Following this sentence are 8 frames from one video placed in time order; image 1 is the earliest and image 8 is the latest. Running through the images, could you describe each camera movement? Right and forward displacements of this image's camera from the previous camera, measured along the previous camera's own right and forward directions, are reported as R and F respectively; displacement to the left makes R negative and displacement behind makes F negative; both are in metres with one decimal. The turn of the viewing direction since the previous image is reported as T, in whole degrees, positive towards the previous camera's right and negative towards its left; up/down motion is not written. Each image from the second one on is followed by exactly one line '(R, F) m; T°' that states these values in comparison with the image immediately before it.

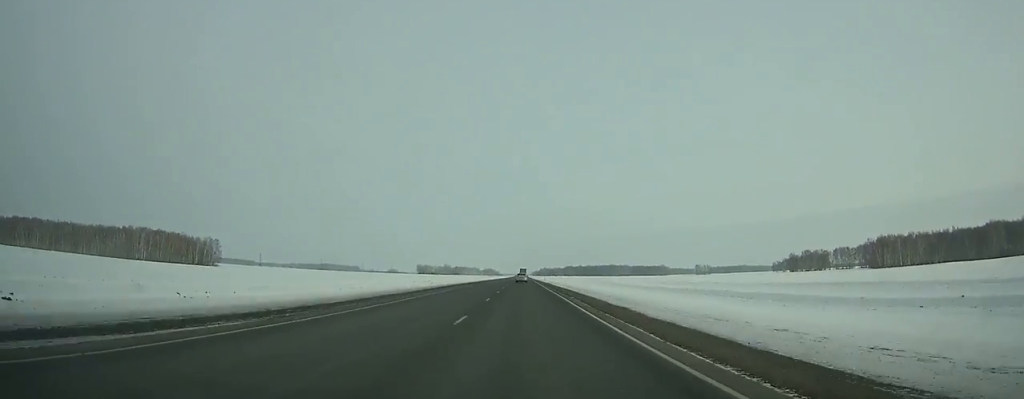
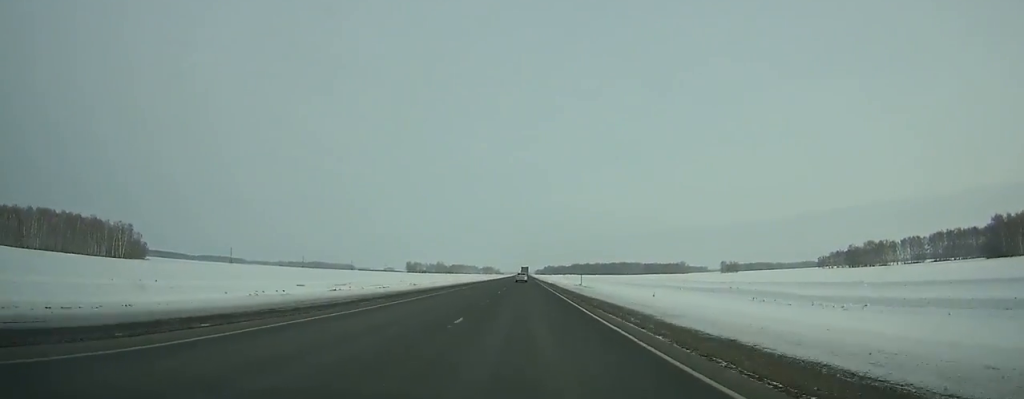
(+0.1, +108.8) m; 0°
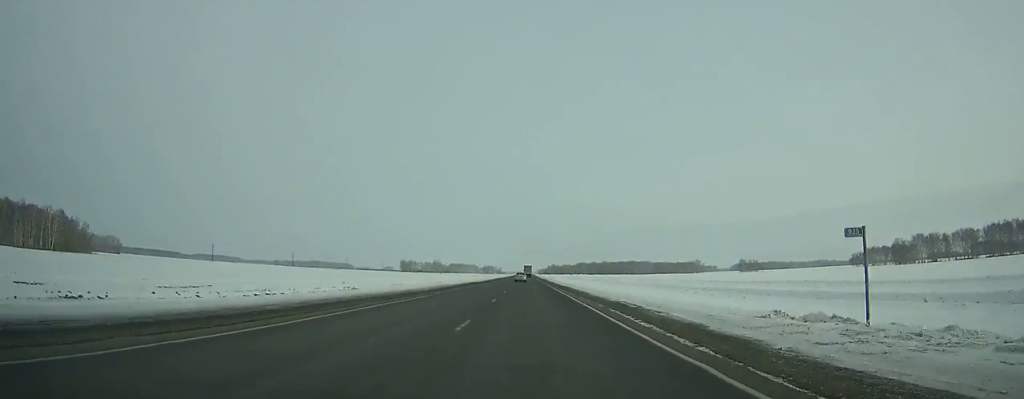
(0.0, +59.9) m; 0°
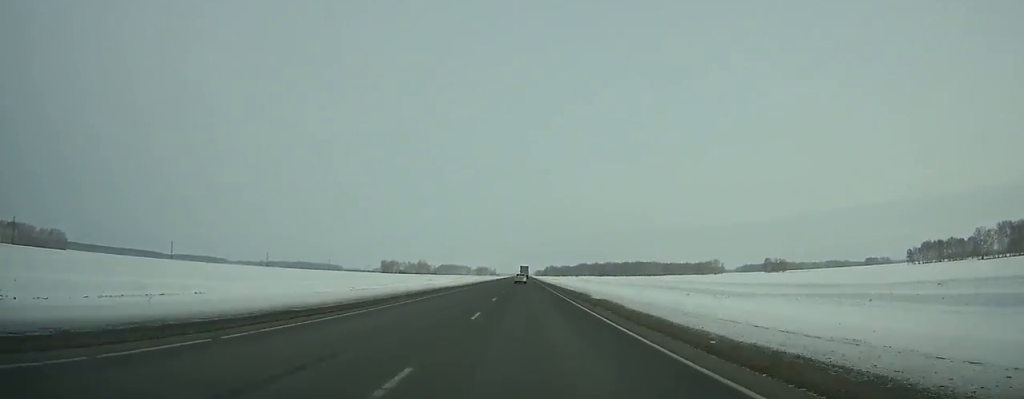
(0.0, +91.8) m; 0°
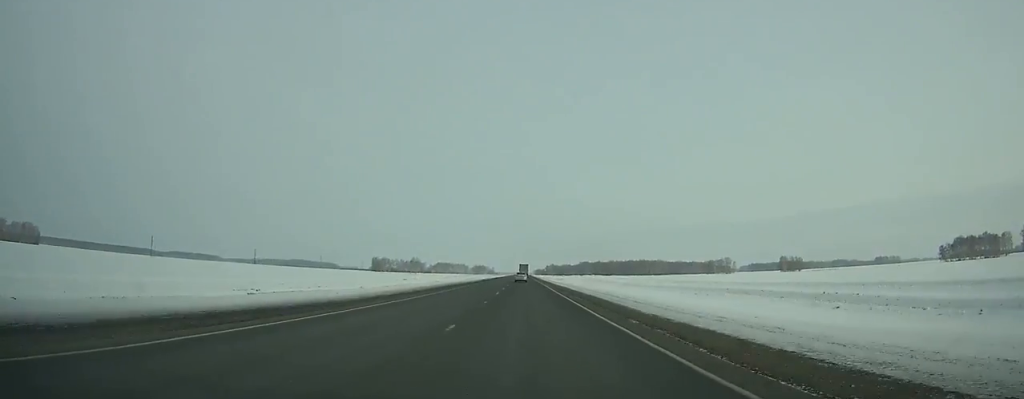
(0.0, +41.2) m; 0°
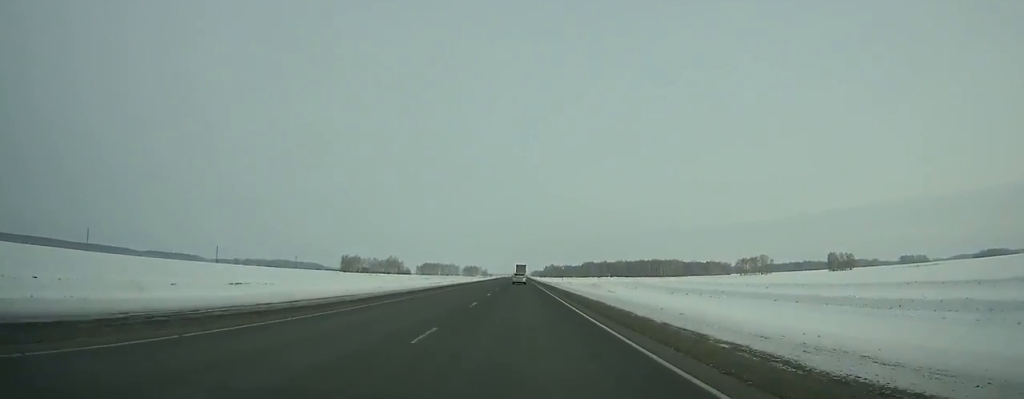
(0.0, +109.7) m; 0°
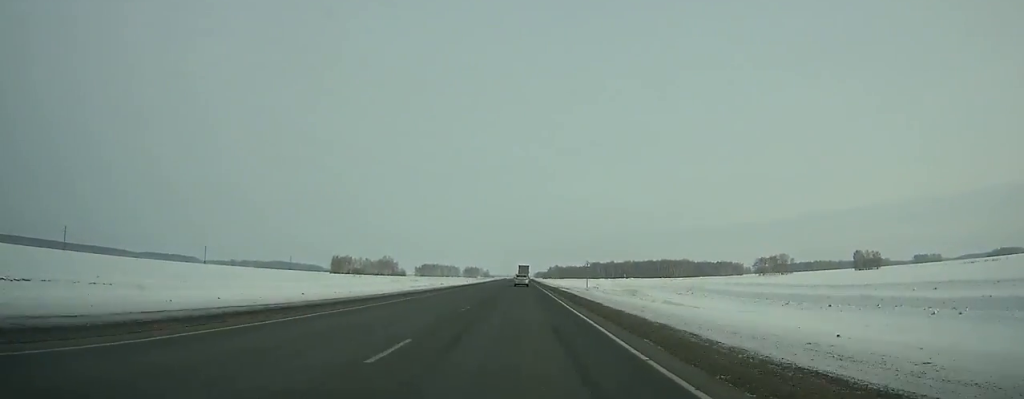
(+0.1, +37.0) m; 0°
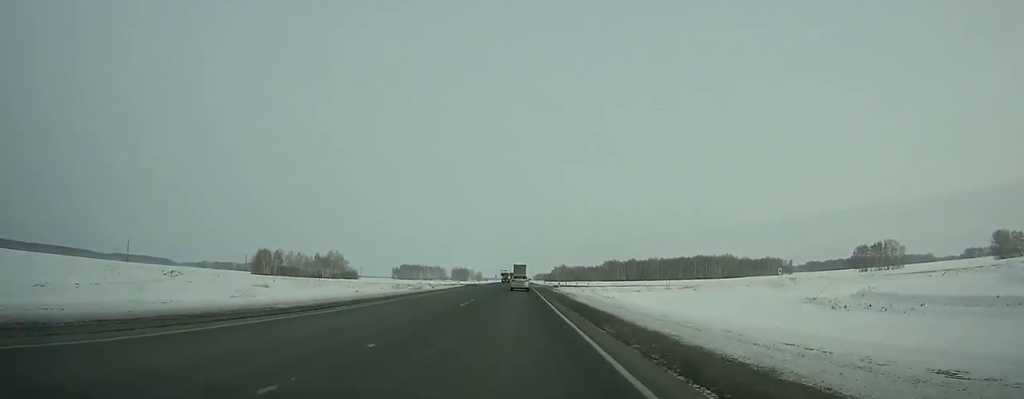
(-0.6, +161.0) m; 0°
